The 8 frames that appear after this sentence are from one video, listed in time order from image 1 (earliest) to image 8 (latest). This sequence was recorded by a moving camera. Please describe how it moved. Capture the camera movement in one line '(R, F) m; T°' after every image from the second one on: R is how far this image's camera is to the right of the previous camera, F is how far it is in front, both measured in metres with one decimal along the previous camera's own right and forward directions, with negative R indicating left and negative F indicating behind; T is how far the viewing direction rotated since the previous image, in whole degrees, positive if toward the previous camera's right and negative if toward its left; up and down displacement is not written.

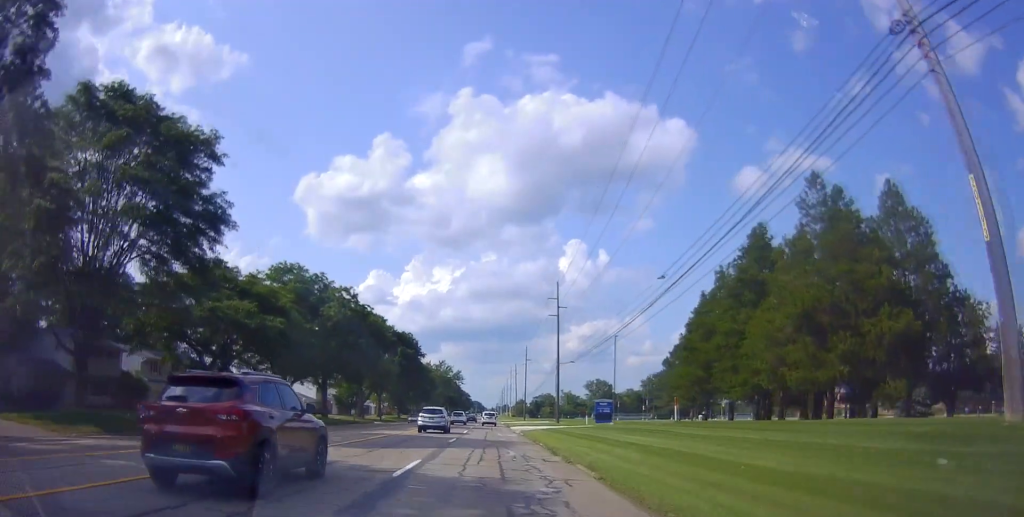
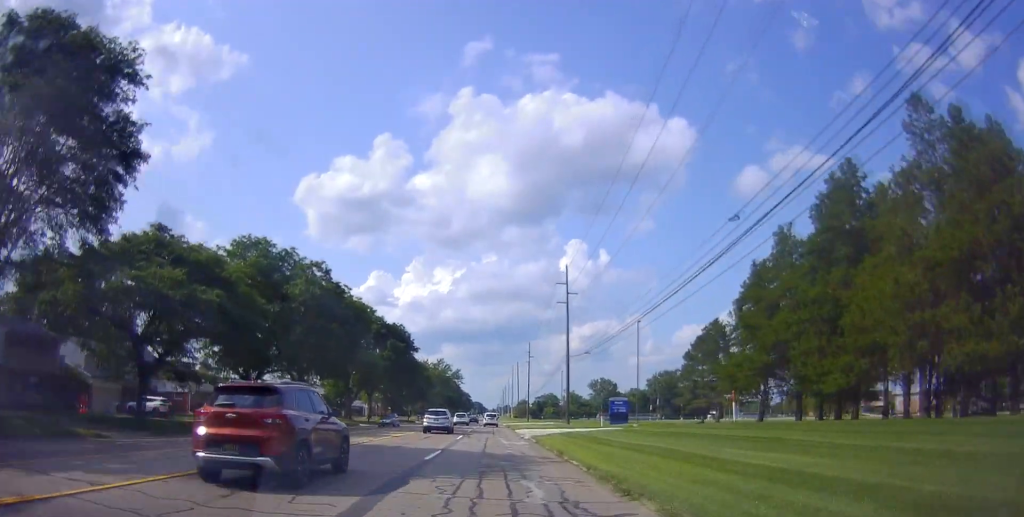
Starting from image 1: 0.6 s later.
(-0.2, +10.0) m; 0°
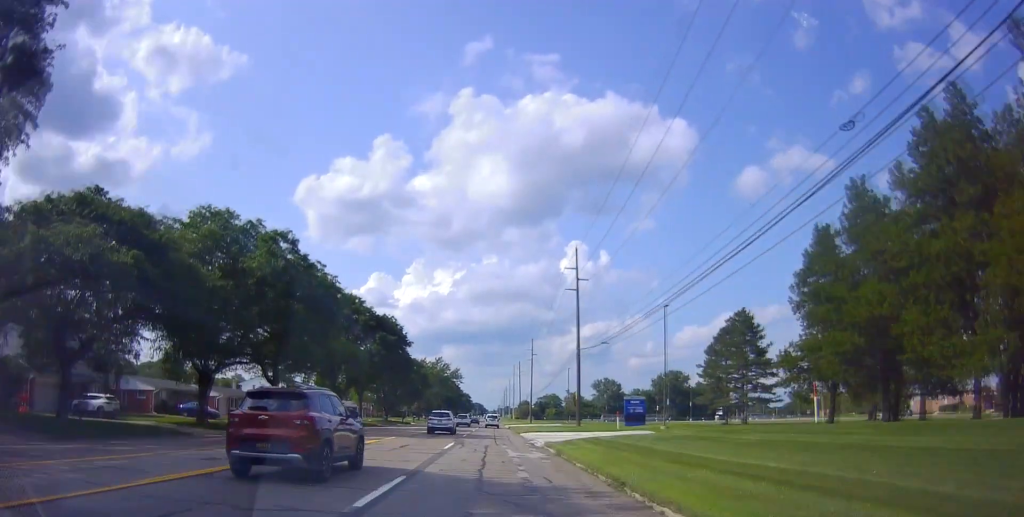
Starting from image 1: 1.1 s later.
(+0.4, +8.5) m; 0°
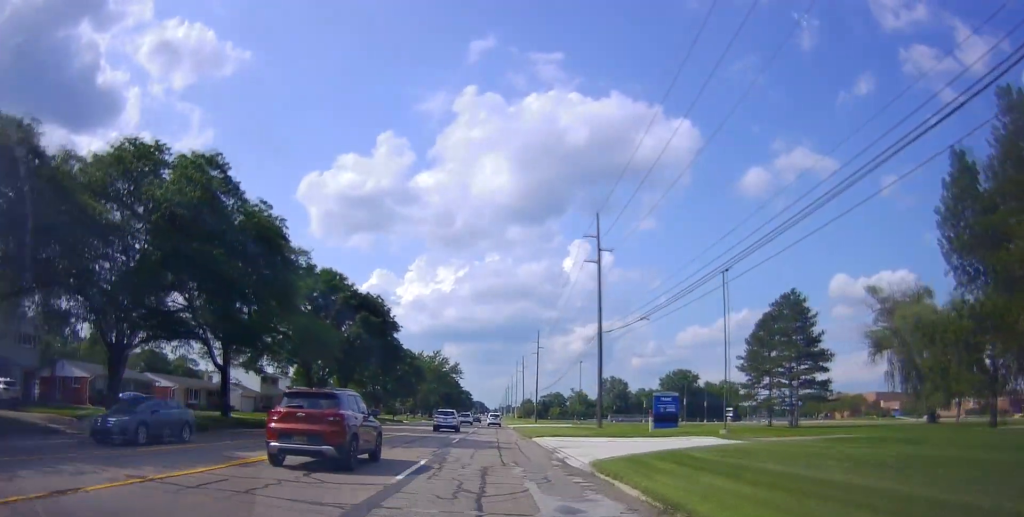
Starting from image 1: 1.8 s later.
(0.0, +12.0) m; 0°
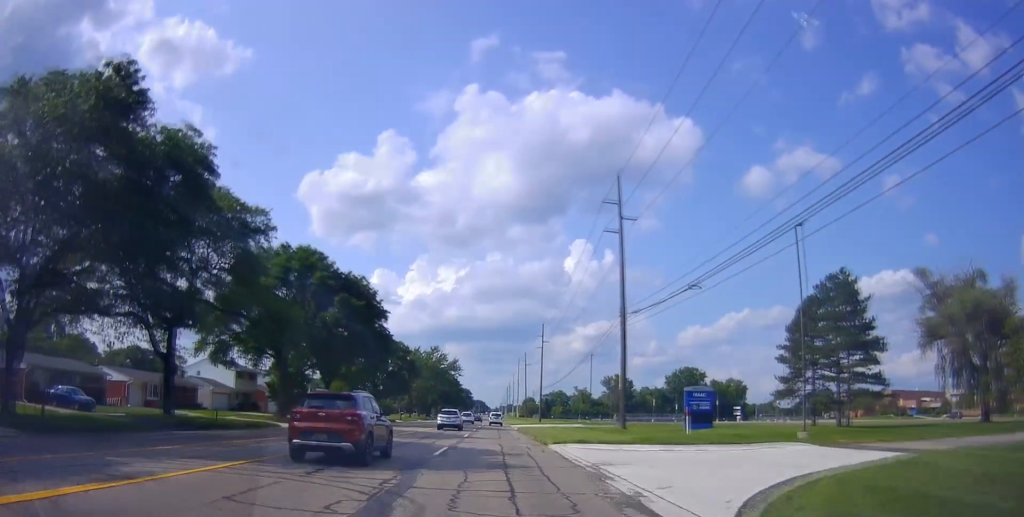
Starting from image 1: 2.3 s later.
(-0.4, +9.3) m; 0°
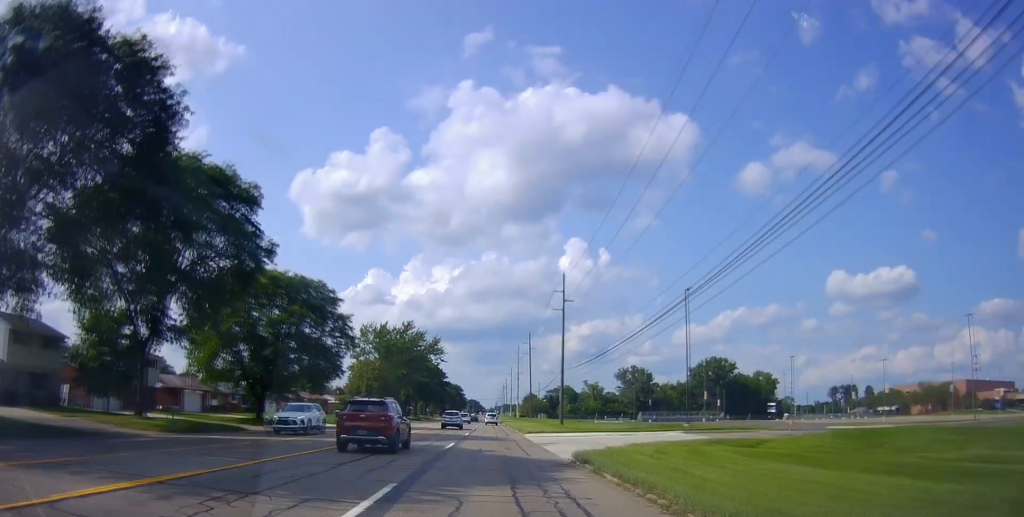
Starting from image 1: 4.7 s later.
(+1.6, +42.9) m; +1°
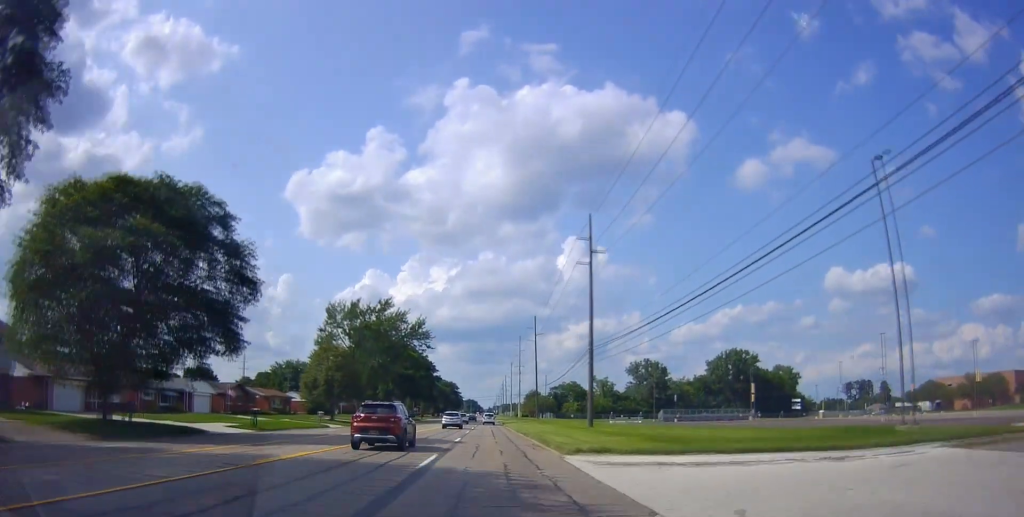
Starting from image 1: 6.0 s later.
(-0.7, +23.7) m; -2°
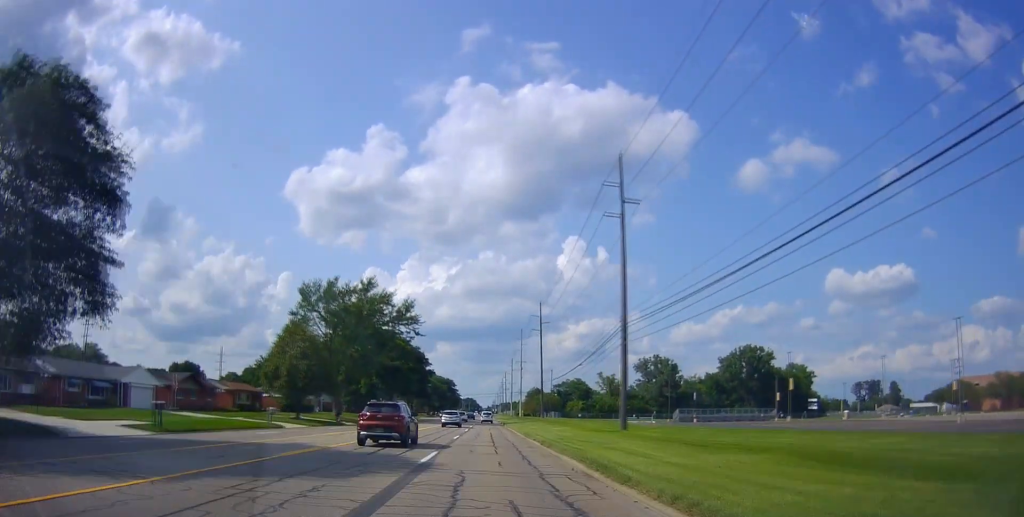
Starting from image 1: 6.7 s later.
(-0.1, +14.0) m; 0°
